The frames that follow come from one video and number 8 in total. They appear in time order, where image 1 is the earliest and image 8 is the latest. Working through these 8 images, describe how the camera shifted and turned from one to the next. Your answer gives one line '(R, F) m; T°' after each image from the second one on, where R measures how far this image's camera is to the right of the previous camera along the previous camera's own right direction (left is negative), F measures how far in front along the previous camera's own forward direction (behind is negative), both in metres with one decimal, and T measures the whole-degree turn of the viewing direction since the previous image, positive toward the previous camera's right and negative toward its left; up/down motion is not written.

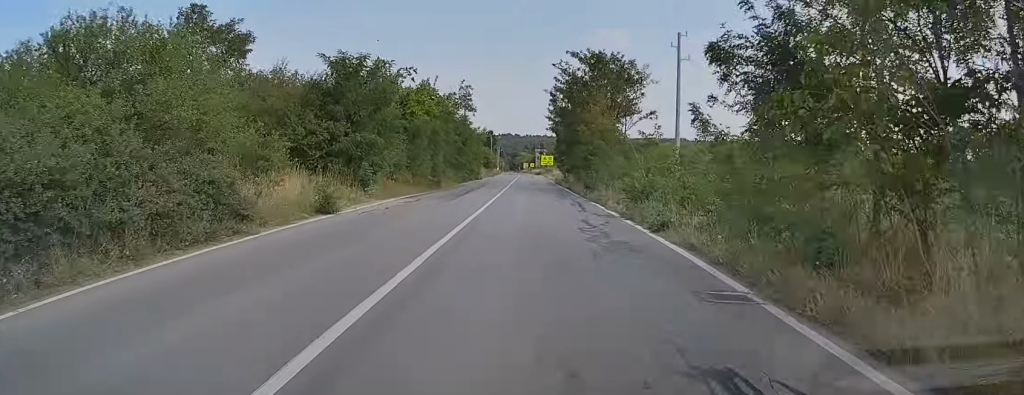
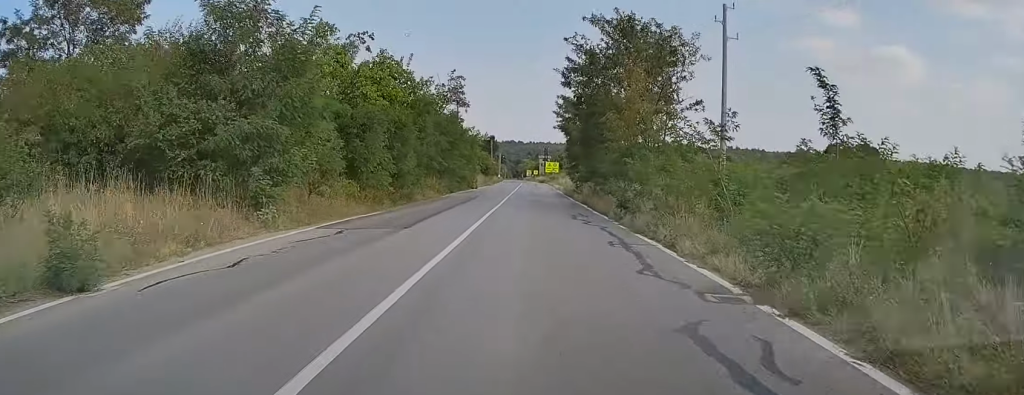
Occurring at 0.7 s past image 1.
(-0.1, +11.7) m; 0°
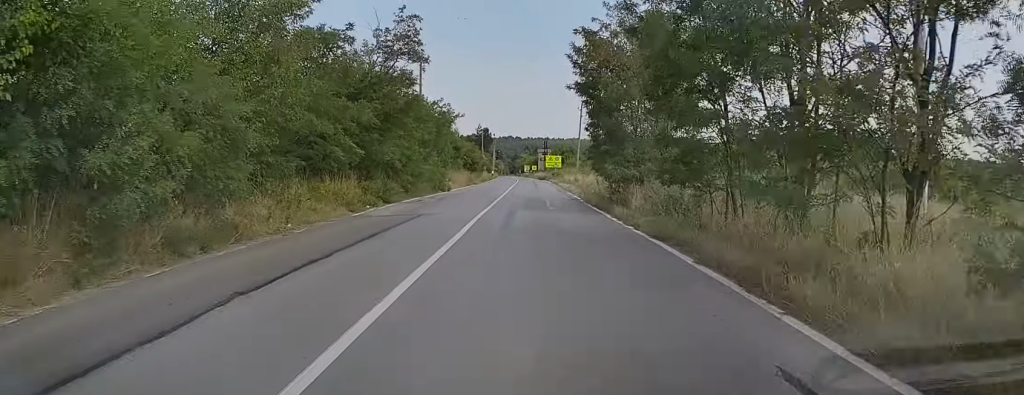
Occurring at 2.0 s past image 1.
(0.0, +21.5) m; +1°
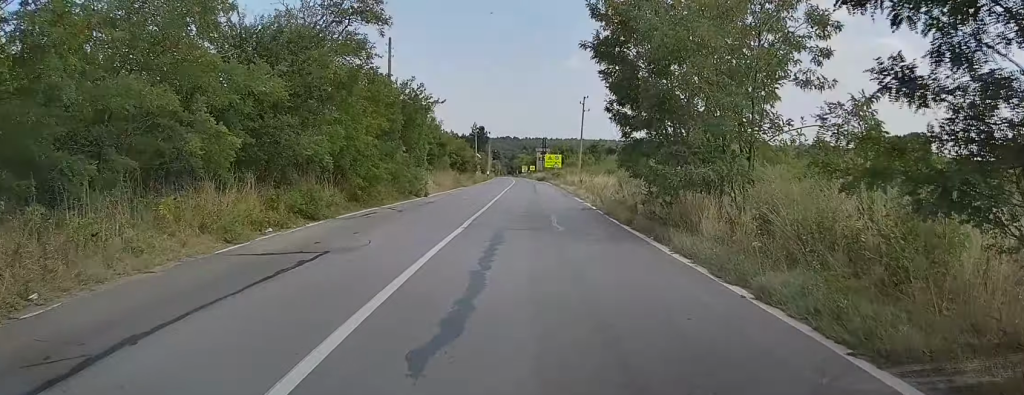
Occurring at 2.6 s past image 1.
(+0.1, +9.5) m; 0°
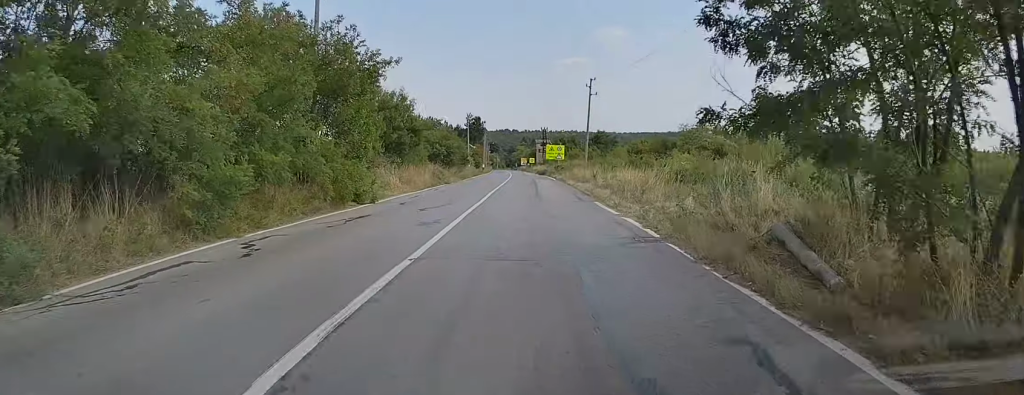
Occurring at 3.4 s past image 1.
(-0.2, +12.5) m; -1°
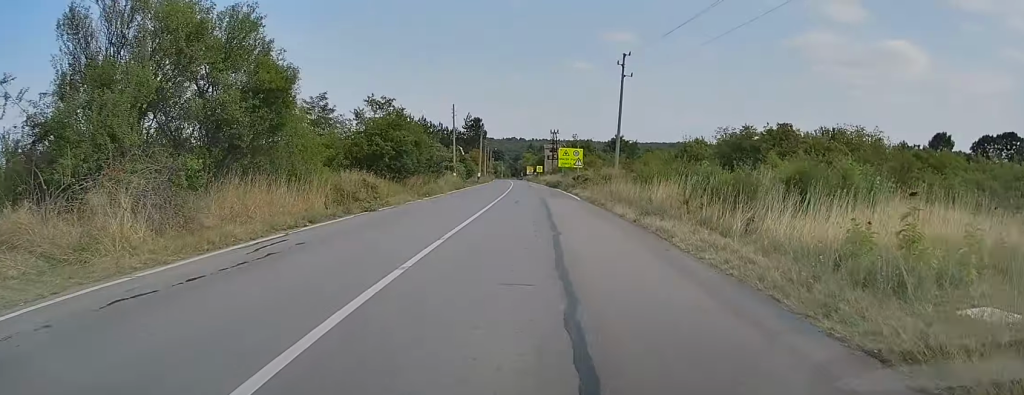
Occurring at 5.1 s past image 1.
(0.0, +24.8) m; 0°
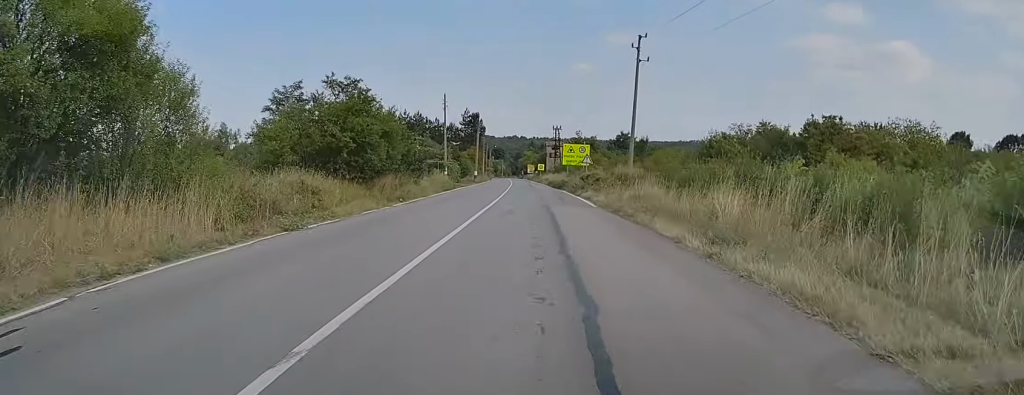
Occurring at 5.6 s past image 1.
(0.0, +8.0) m; 0°
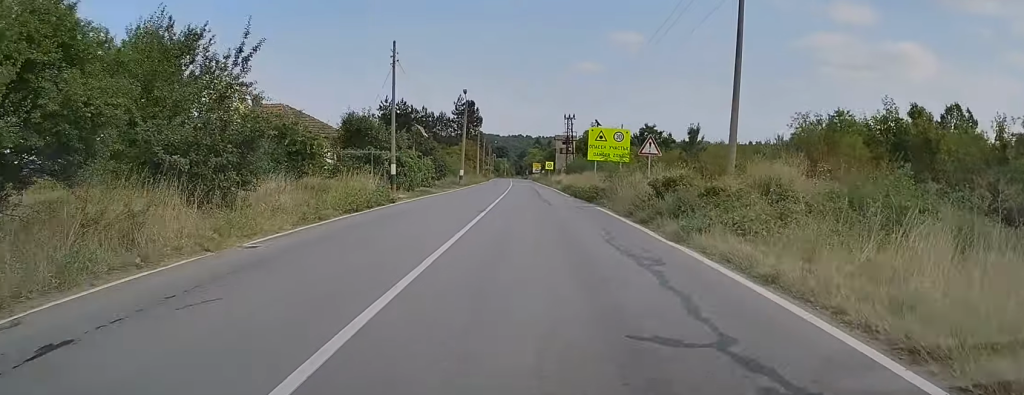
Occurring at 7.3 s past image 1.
(0.0, +25.6) m; 0°
